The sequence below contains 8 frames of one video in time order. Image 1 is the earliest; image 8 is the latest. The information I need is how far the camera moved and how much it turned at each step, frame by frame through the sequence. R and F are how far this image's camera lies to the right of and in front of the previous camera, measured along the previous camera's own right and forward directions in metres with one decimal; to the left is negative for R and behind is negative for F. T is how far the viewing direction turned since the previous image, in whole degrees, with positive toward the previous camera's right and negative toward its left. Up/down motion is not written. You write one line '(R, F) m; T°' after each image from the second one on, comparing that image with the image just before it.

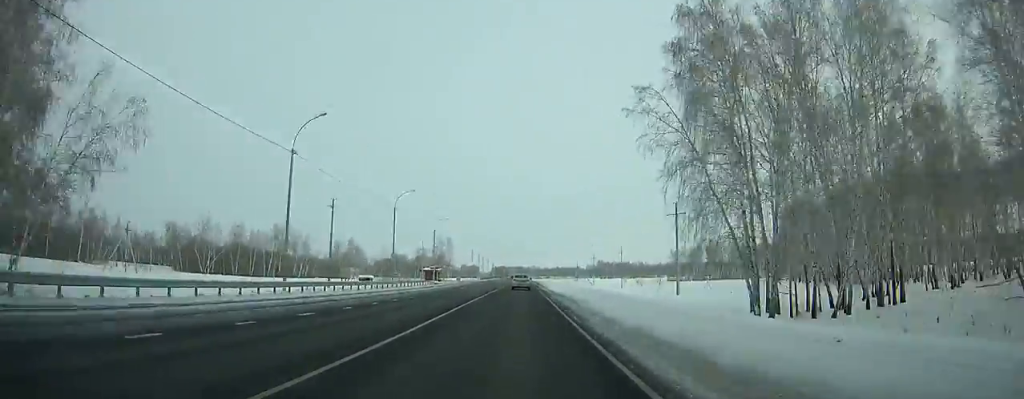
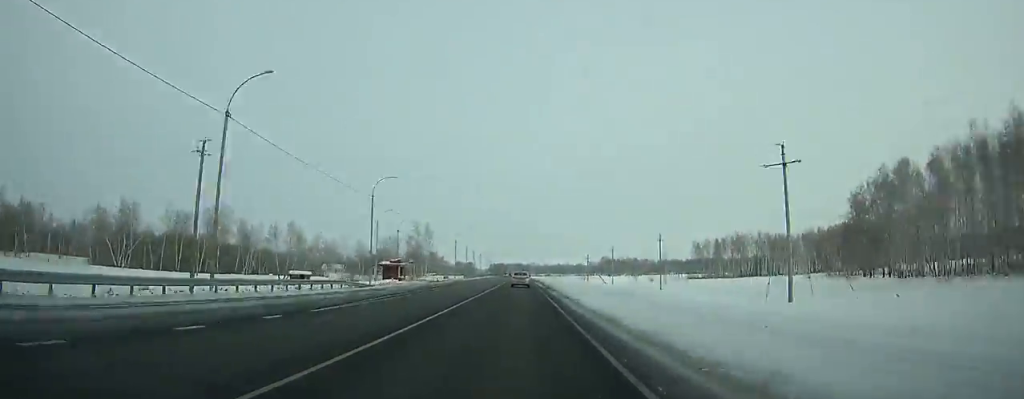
(0.0, +39.3) m; 0°
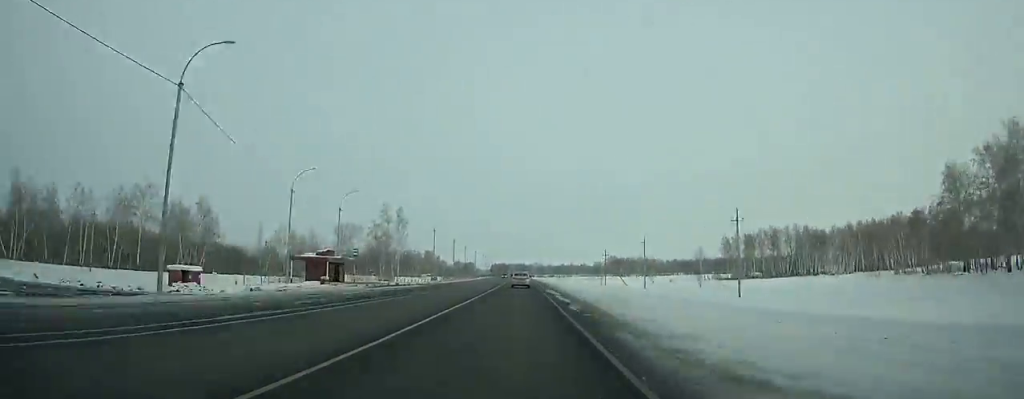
(0.0, +33.7) m; 0°
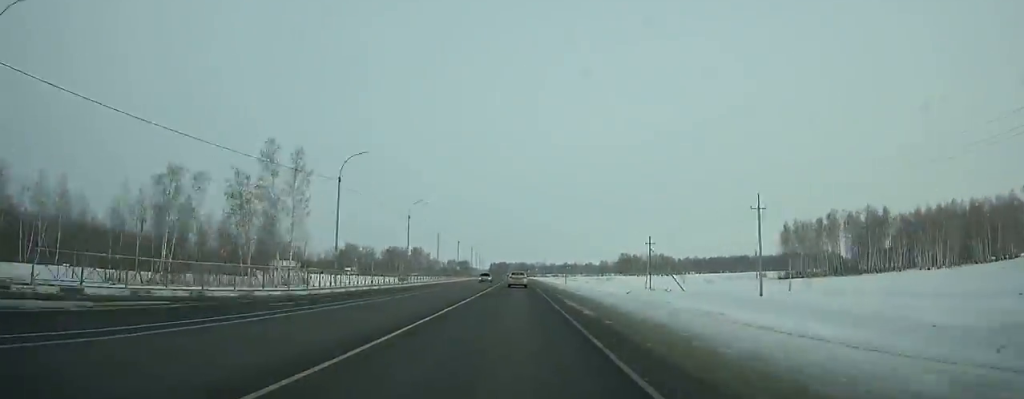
(0.0, +50.1) m; 0°
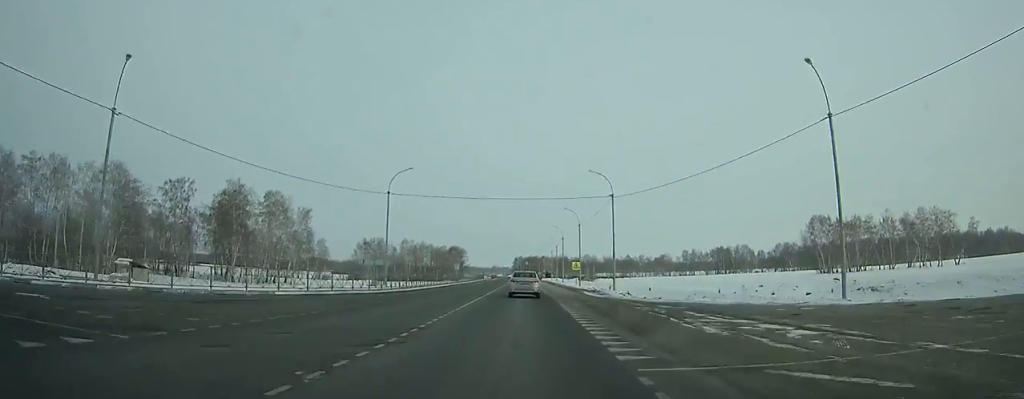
(-5.4, +251.2) m; -3°
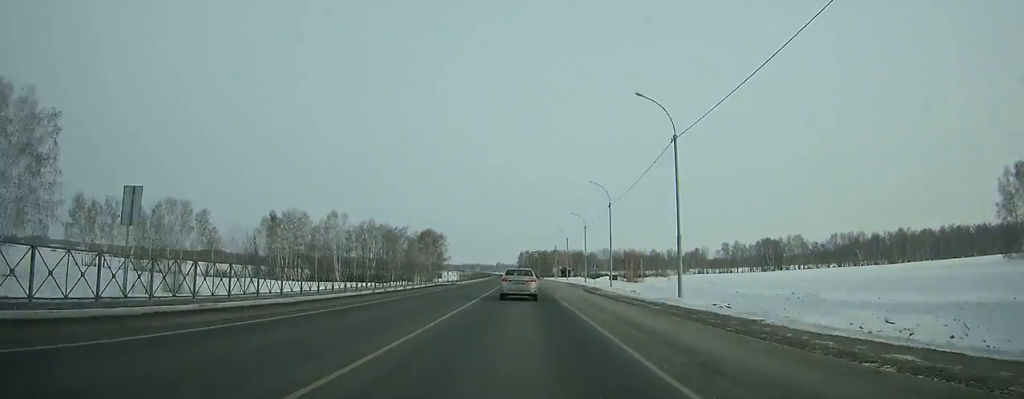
(-0.3, +80.0) m; -1°
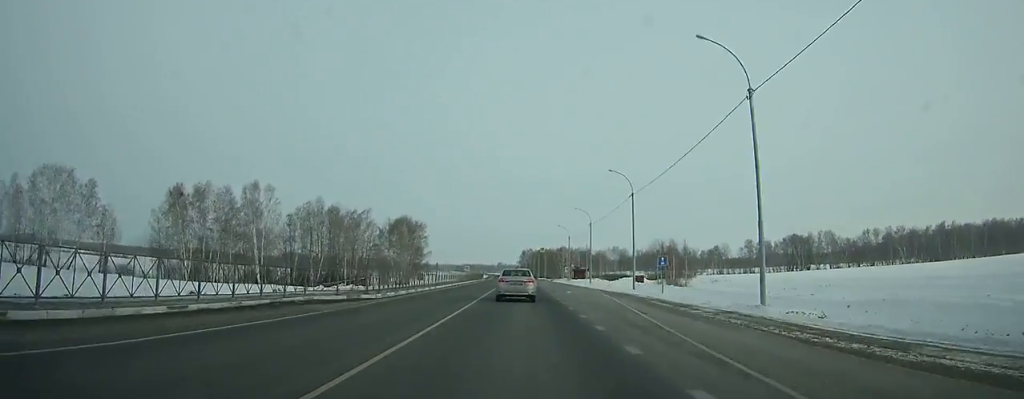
(-0.1, +38.3) m; 0°
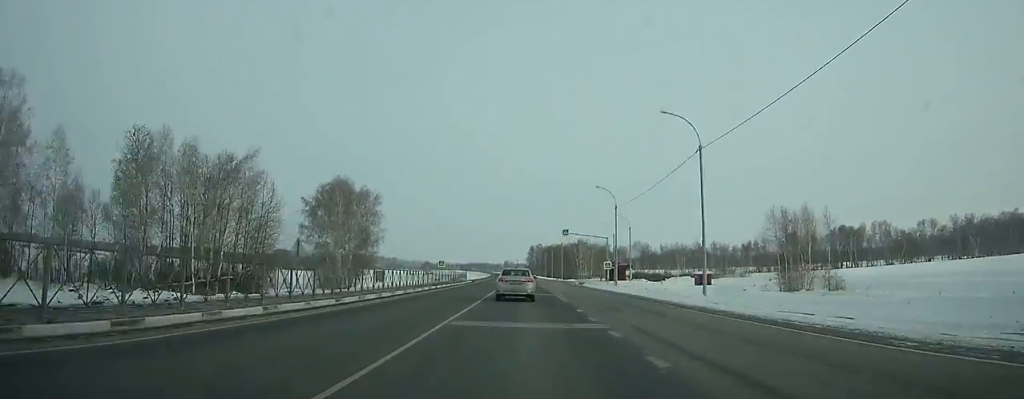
(-0.3, +49.9) m; -1°
